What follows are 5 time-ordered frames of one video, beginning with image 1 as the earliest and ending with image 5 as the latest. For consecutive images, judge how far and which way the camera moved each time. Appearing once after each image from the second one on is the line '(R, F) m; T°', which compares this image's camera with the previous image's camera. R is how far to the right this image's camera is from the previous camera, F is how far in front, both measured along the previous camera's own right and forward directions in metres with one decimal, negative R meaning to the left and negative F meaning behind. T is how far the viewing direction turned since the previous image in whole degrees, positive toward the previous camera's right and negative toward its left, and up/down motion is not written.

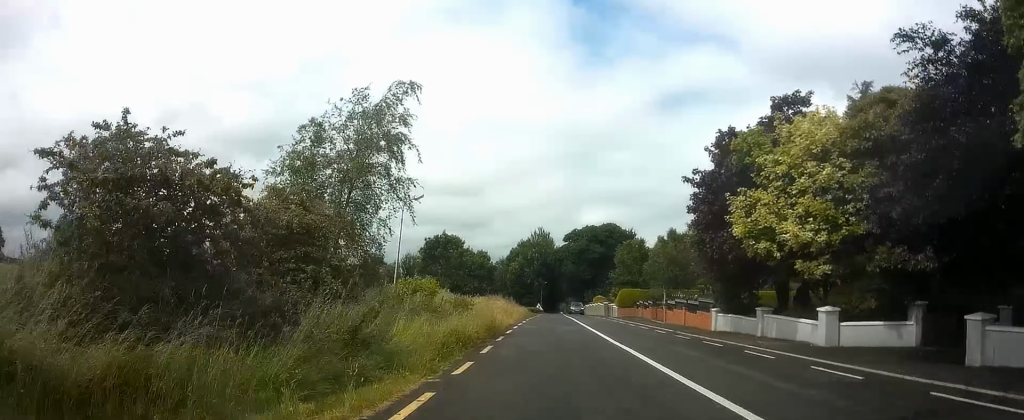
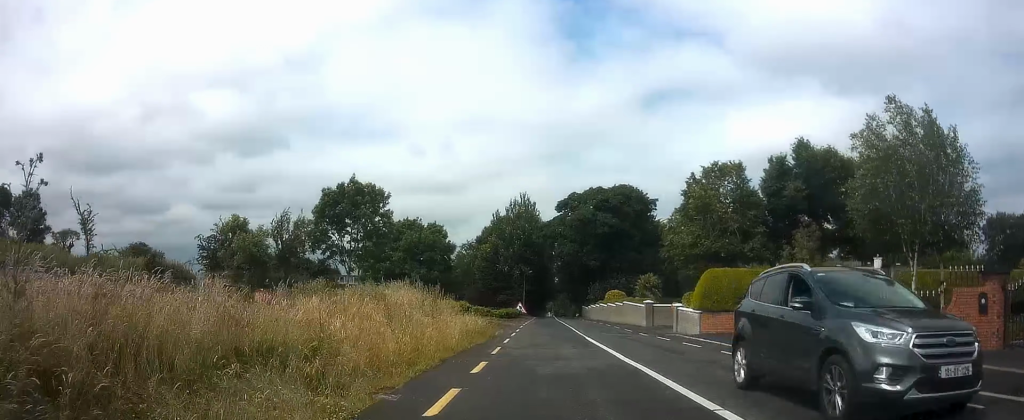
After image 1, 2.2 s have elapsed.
(+0.3, +35.8) m; +1°
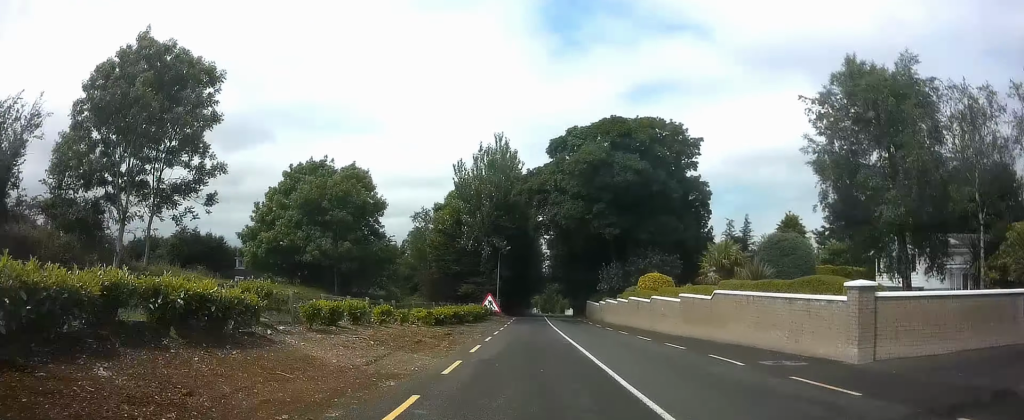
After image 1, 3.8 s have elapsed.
(+0.4, +26.7) m; +1°
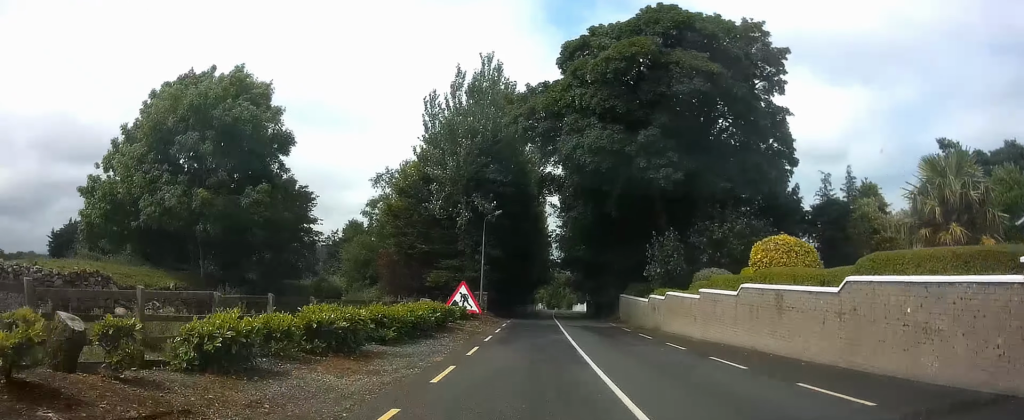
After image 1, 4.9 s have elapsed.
(0.0, +17.8) m; 0°
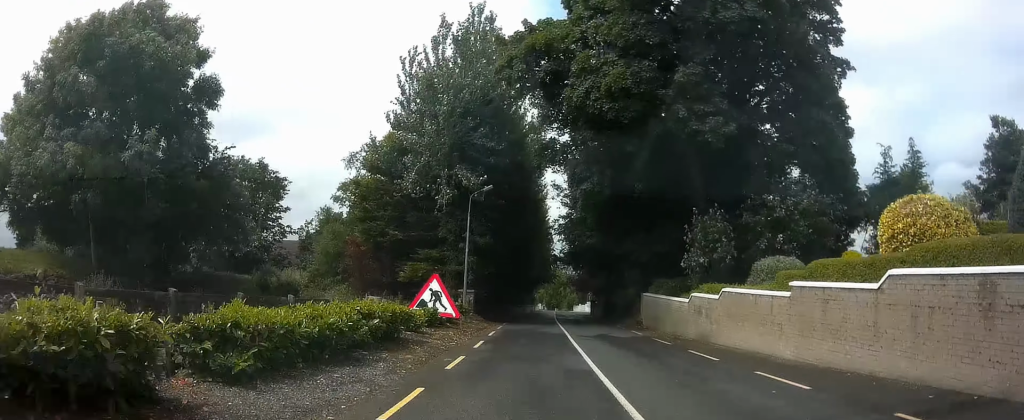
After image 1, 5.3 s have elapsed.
(0.0, +7.0) m; 0°
